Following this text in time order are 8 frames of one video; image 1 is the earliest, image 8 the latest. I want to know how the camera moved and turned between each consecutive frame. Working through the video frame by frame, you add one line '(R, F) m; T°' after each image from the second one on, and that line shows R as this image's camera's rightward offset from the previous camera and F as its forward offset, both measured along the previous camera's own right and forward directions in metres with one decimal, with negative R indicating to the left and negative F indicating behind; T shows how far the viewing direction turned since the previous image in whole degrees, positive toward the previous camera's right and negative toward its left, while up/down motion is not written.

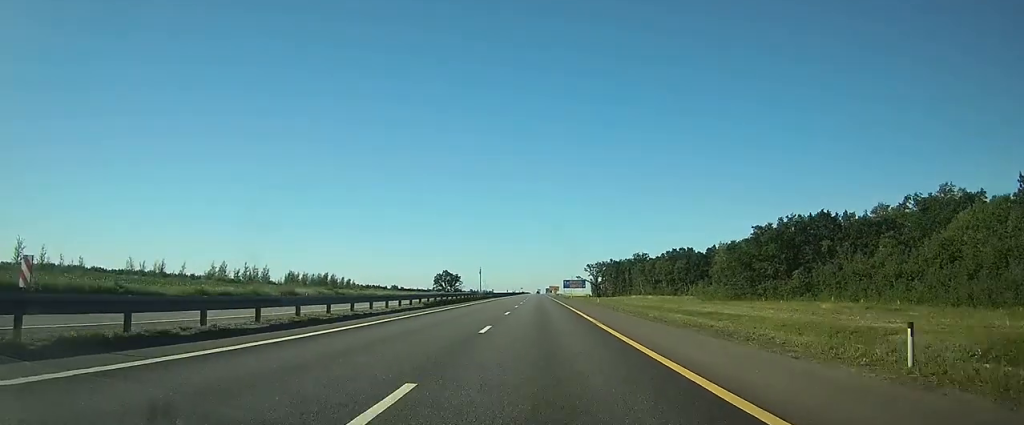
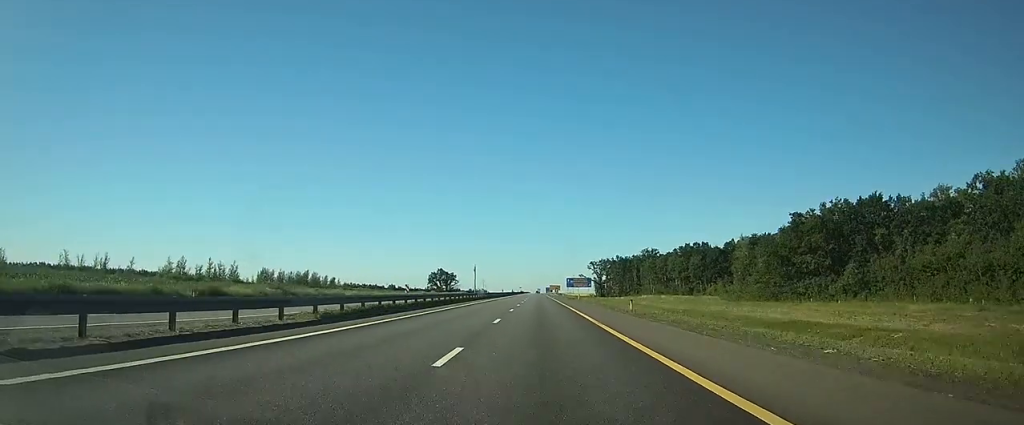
(0.0, +19.2) m; 0°
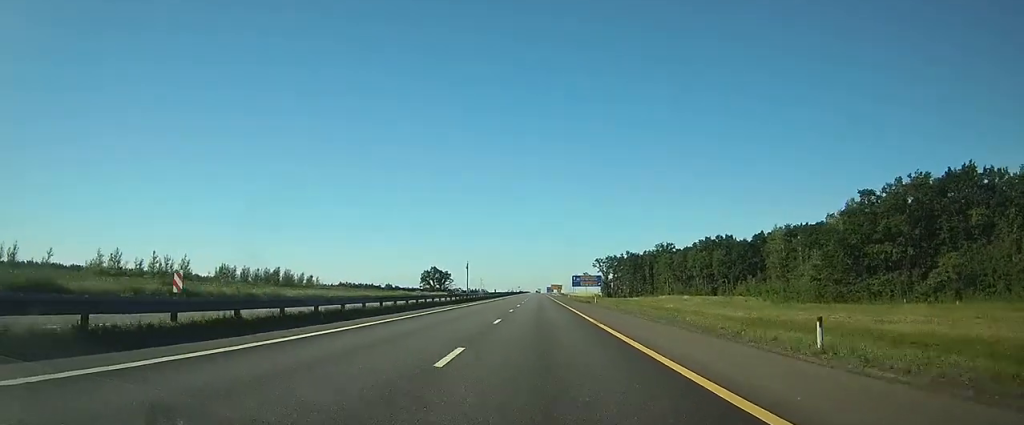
(0.0, +23.8) m; 0°
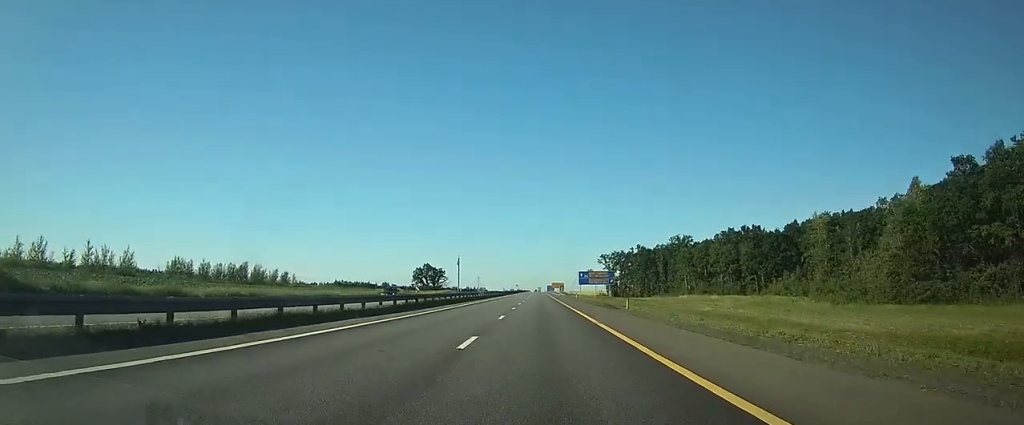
(+0.1, +21.1) m; 0°
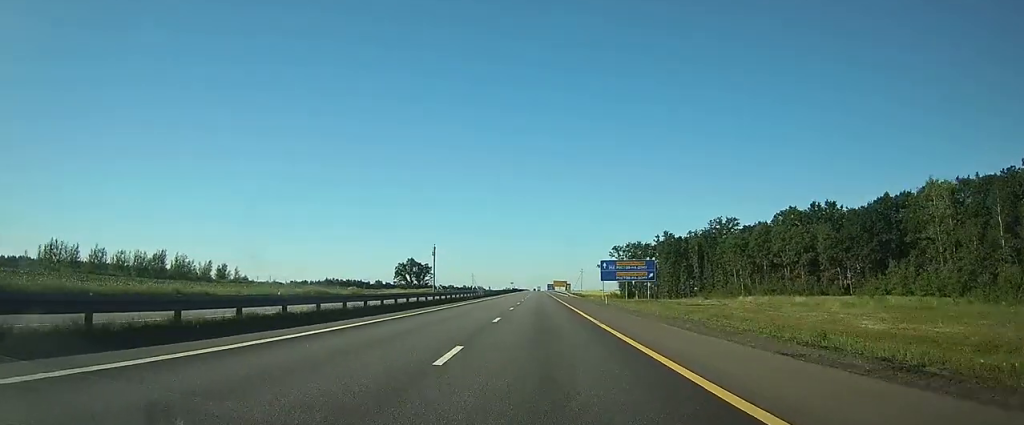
(+0.1, +38.6) m; 0°
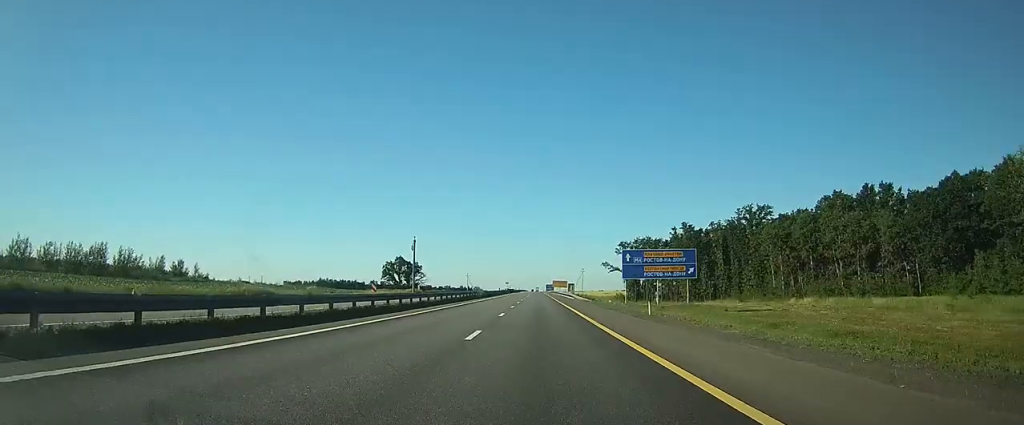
(0.0, +19.3) m; 0°
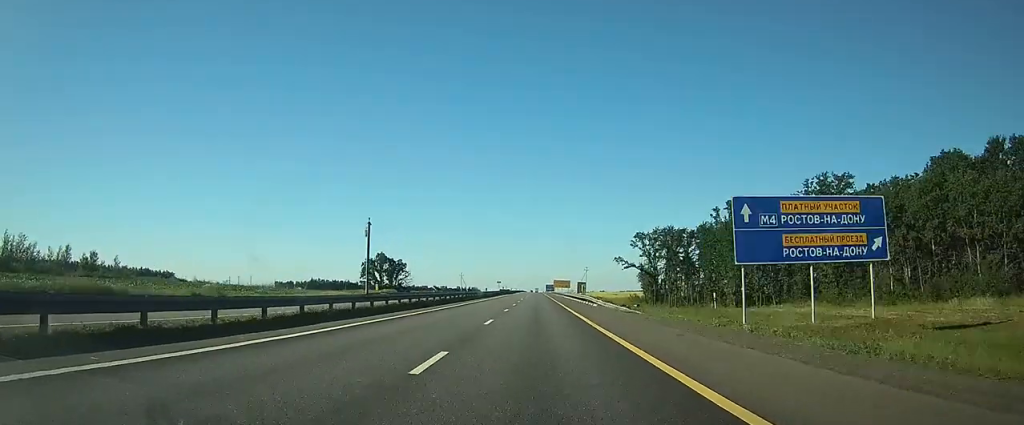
(0.0, +29.4) m; 0°
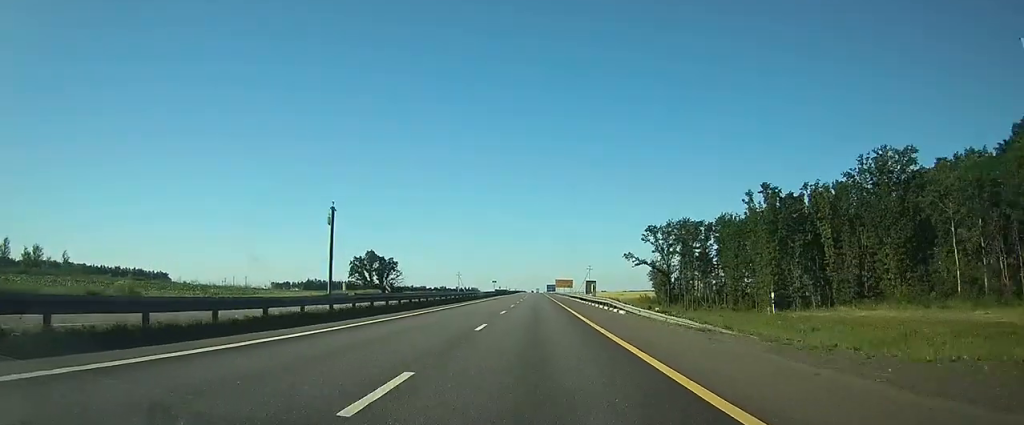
(0.0, +14.7) m; 0°
